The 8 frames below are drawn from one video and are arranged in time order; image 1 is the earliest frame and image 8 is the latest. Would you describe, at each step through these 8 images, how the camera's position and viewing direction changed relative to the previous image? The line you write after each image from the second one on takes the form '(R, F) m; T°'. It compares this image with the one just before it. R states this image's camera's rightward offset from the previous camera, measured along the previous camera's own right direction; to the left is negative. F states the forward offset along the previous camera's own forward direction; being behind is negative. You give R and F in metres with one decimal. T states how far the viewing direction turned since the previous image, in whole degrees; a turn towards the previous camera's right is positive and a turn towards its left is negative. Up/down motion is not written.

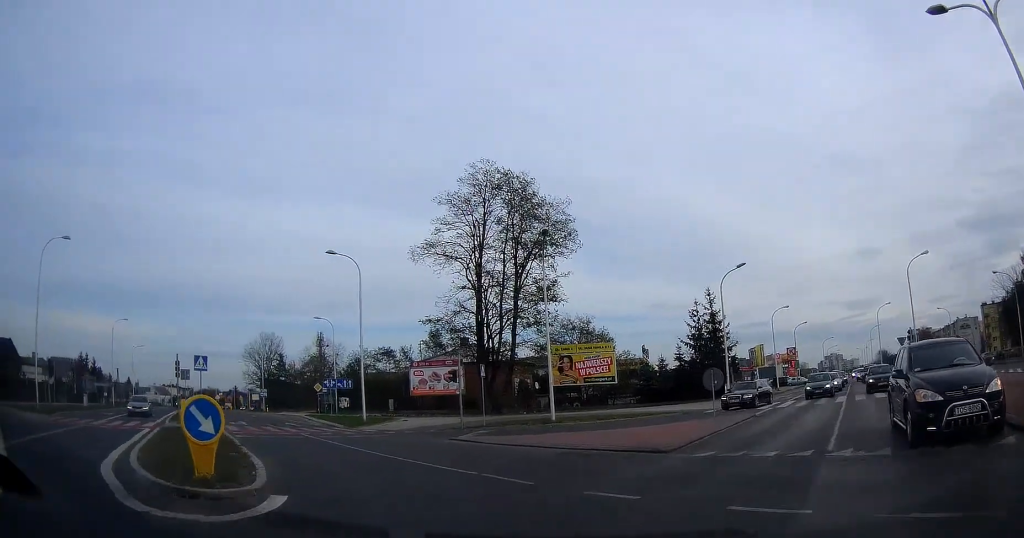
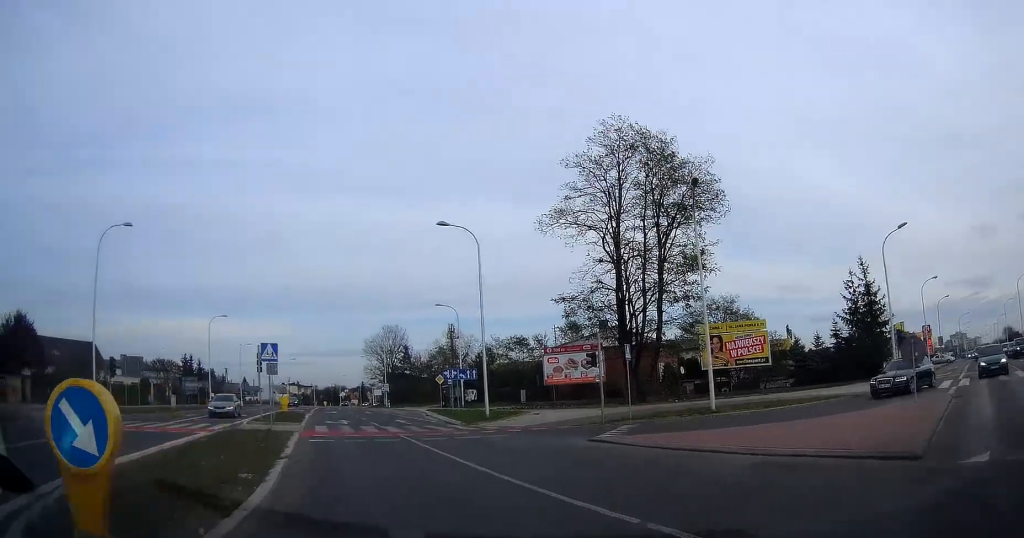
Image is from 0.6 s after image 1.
(-0.2, +4.7) m; -12°
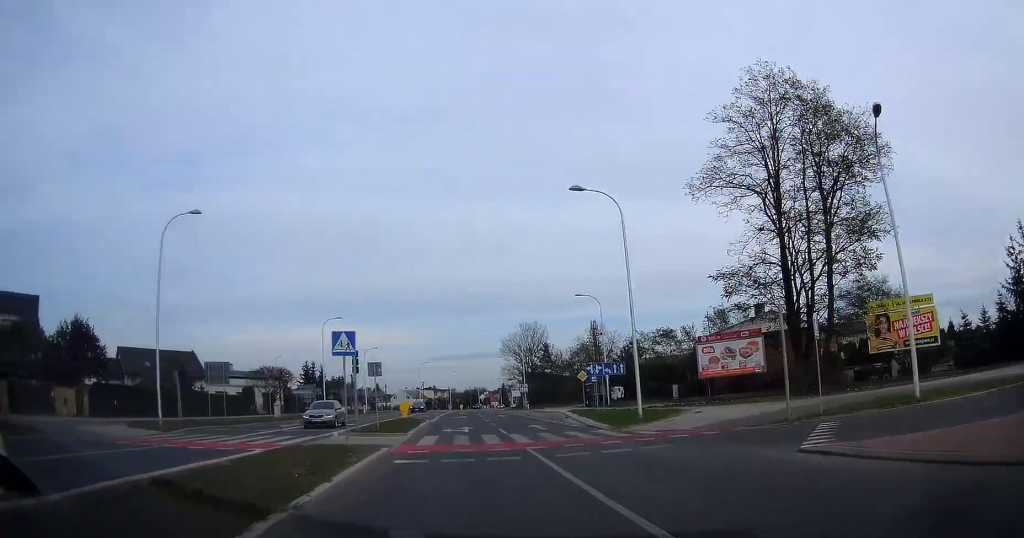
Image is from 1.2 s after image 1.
(-0.7, +4.9) m; -11°
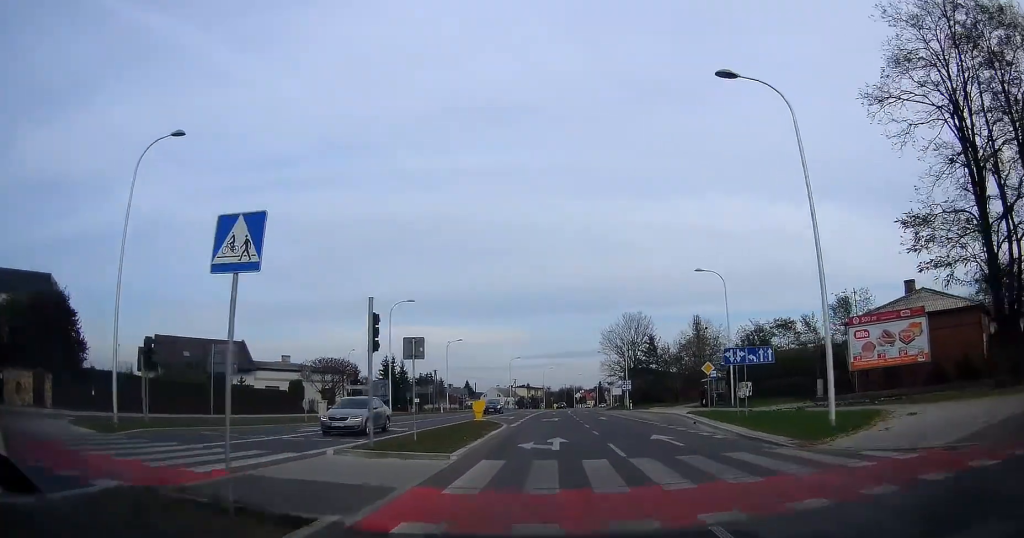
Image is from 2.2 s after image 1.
(-1.4, +8.9) m; -12°
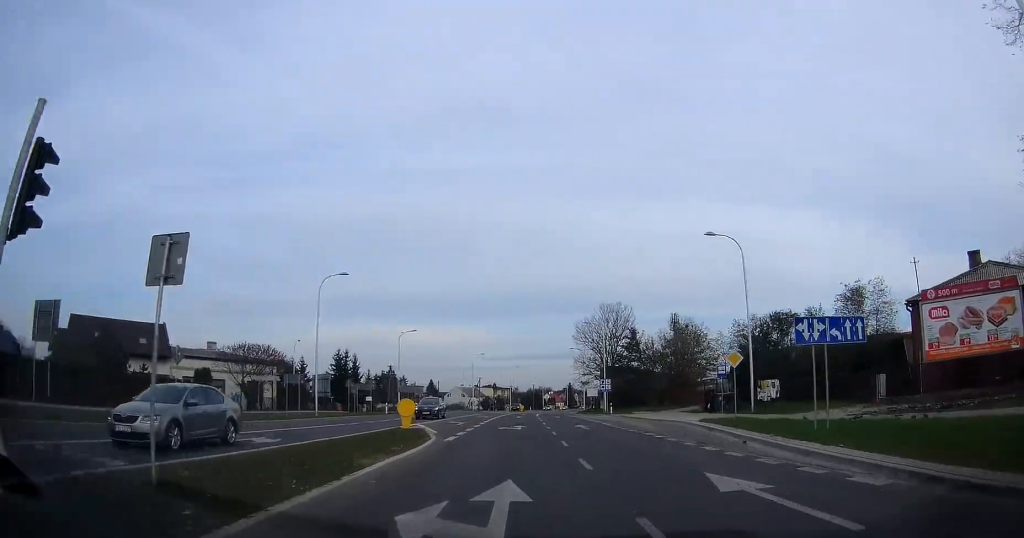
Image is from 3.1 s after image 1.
(-0.5, +9.9) m; -2°
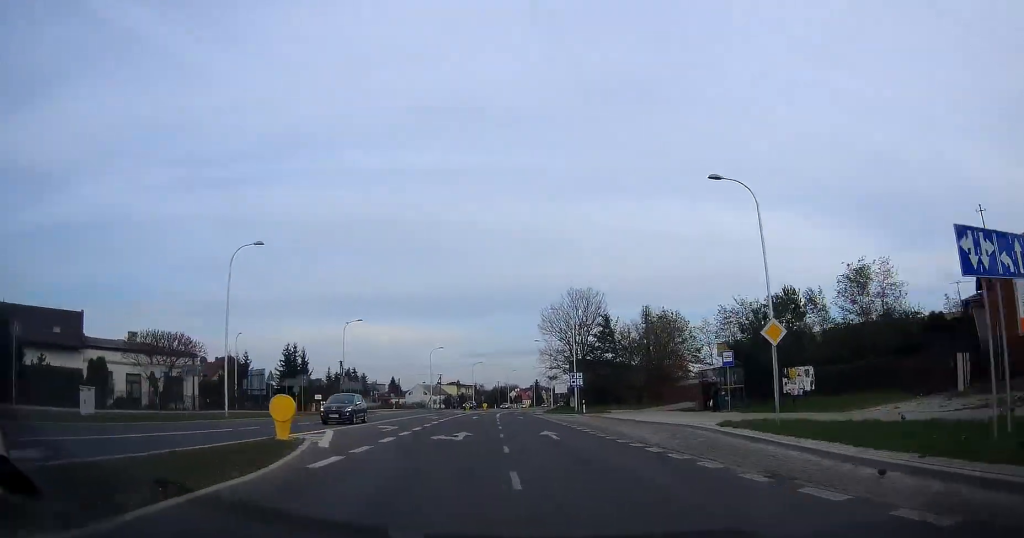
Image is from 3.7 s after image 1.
(+0.1, +7.8) m; +1°
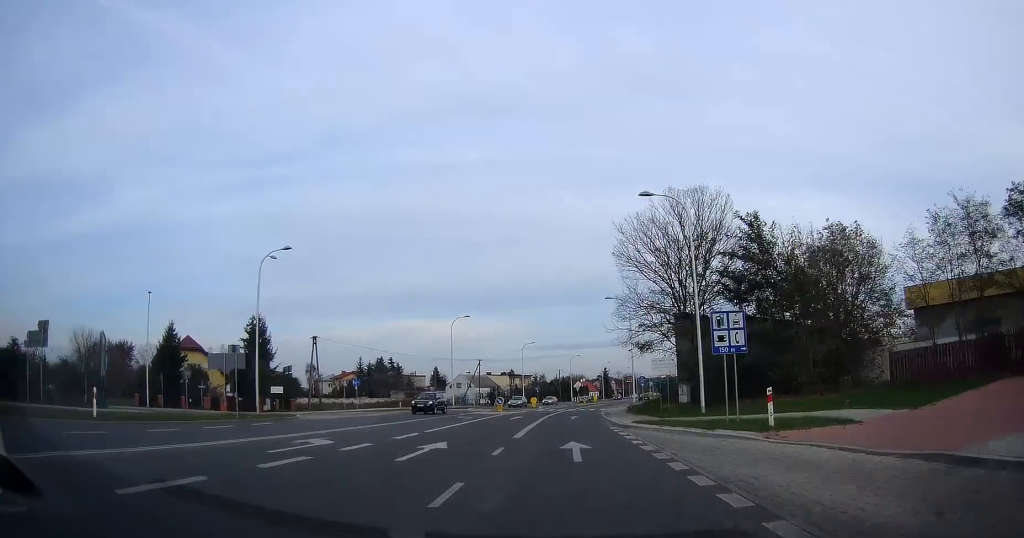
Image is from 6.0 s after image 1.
(-0.1, +31.4) m; -3°
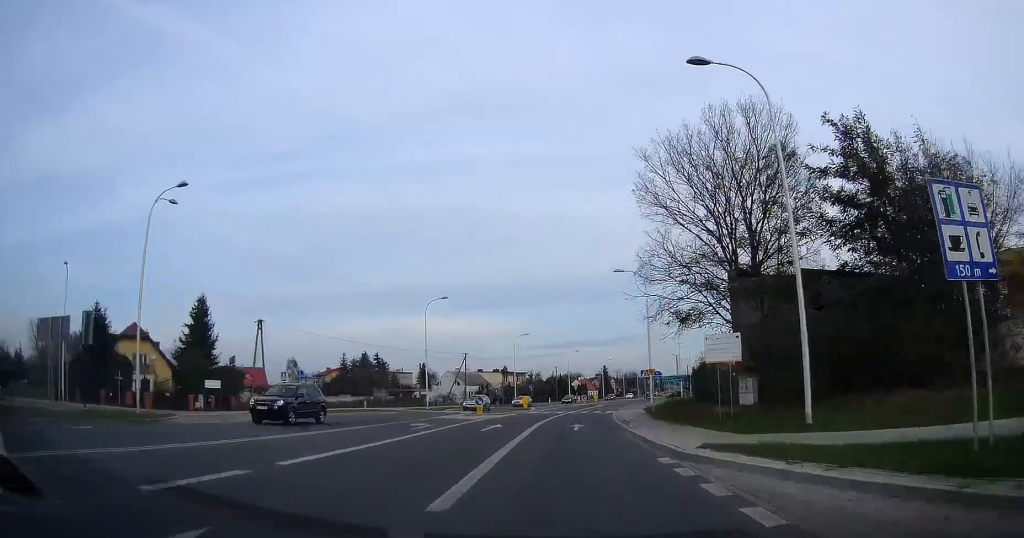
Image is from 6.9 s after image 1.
(-0.4, +11.8) m; -2°
